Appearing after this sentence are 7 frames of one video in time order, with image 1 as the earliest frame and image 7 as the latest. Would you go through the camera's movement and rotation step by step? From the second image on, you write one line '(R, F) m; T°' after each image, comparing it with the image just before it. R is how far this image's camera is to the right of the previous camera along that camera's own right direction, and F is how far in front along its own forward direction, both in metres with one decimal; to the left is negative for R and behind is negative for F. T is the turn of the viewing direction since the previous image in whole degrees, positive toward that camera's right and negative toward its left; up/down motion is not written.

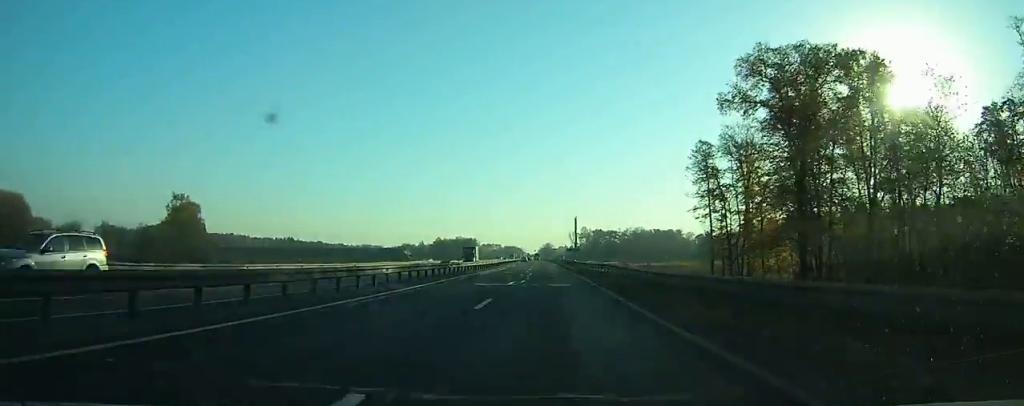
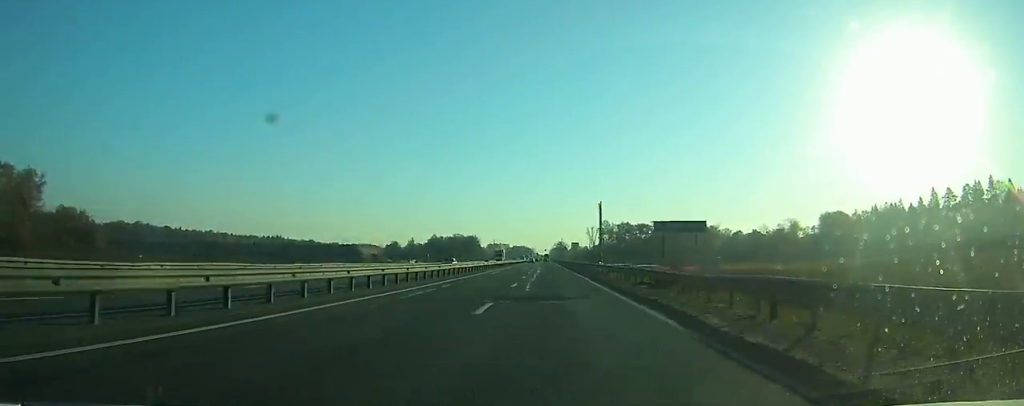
(-0.8, +85.8) m; -1°
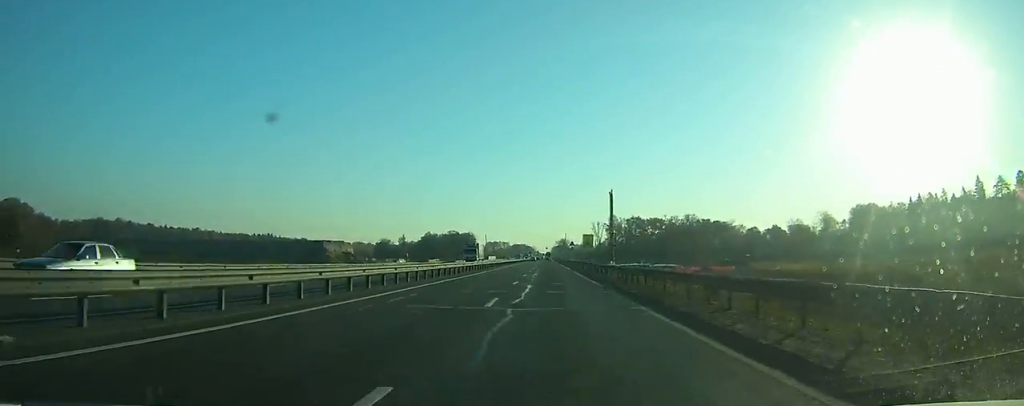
(-0.3, +34.5) m; 0°
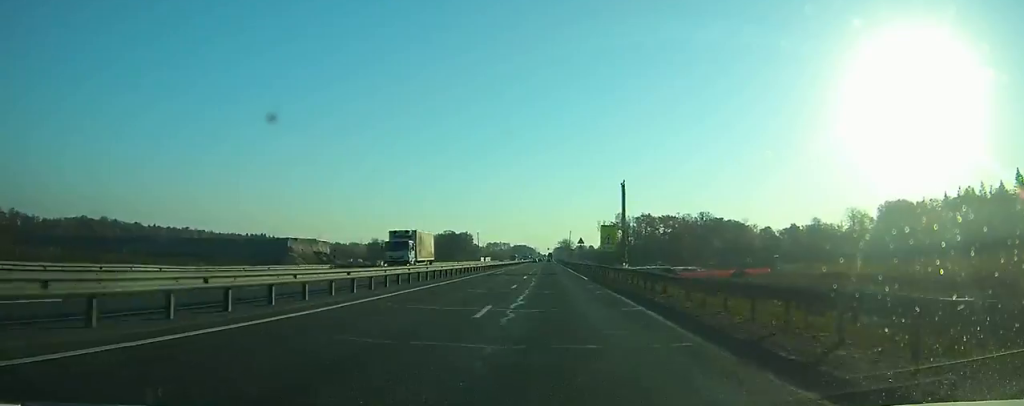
(-0.1, +26.1) m; 0°
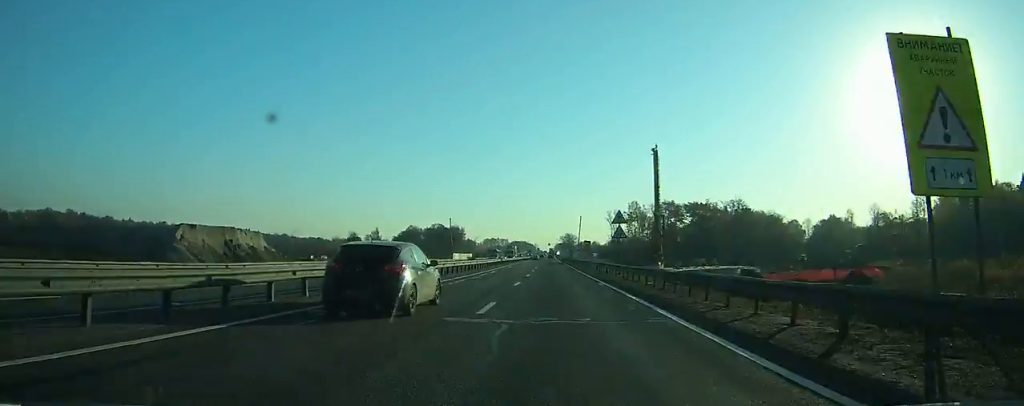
(0.0, +48.2) m; 0°
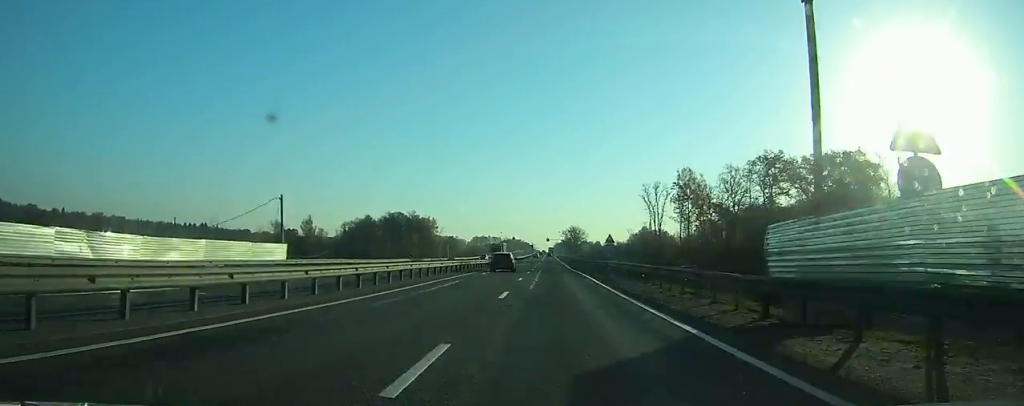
(+0.1, +103.2) m; 0°
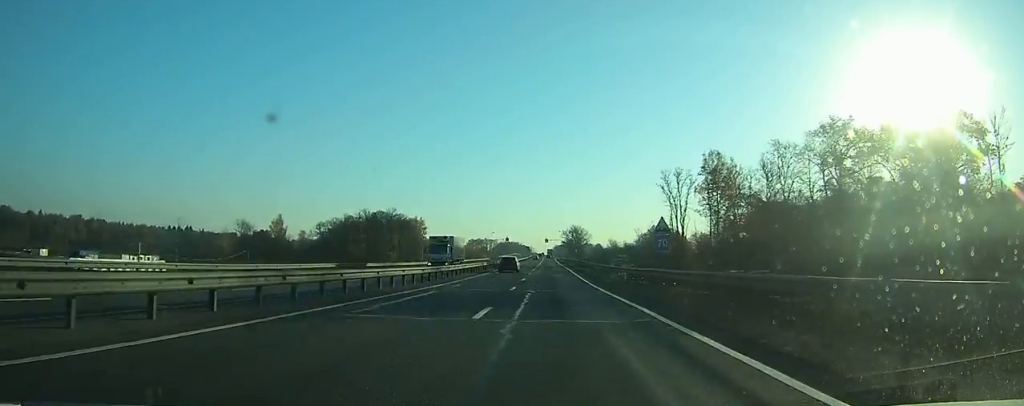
(0.0, +29.3) m; 0°
